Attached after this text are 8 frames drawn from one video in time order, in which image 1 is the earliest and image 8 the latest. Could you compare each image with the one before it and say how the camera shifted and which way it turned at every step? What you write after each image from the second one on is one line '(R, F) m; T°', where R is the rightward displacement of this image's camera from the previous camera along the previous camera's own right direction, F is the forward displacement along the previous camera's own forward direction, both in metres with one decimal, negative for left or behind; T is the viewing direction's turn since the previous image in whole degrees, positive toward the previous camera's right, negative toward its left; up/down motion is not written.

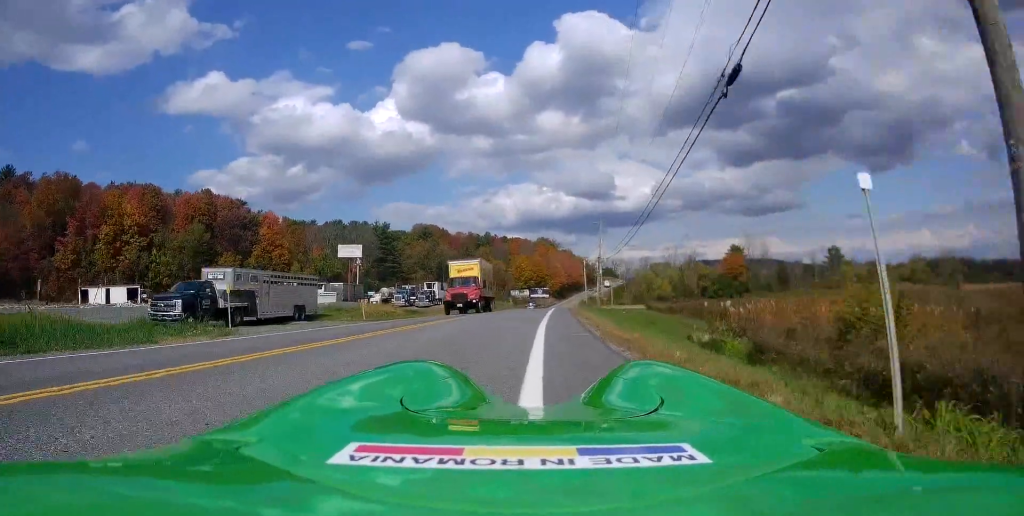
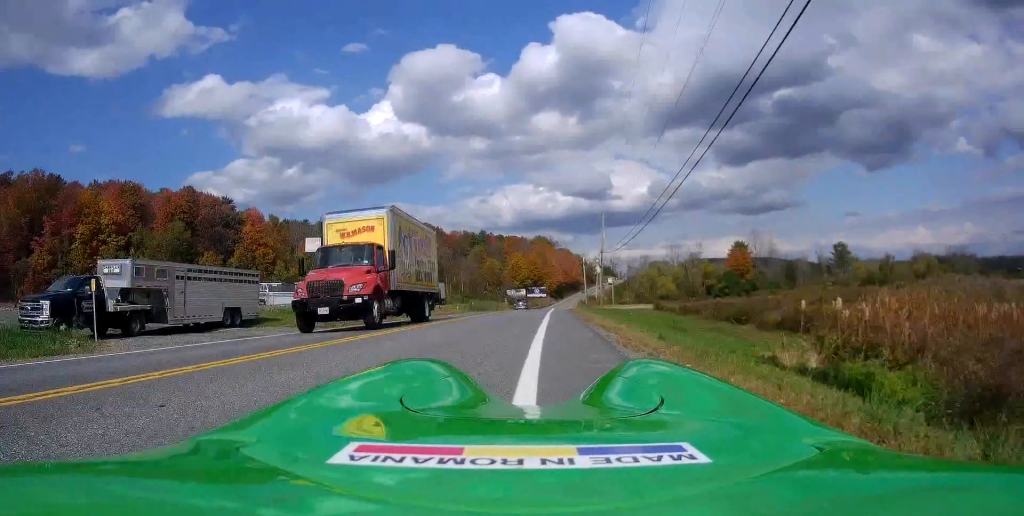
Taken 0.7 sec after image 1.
(+0.1, +7.4) m; +1°
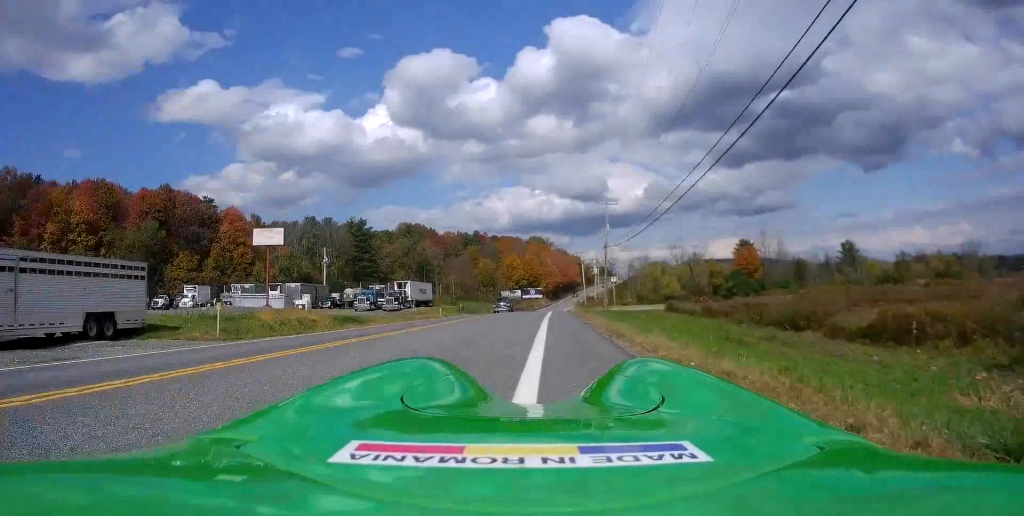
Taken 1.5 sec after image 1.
(0.0, +8.9) m; 0°
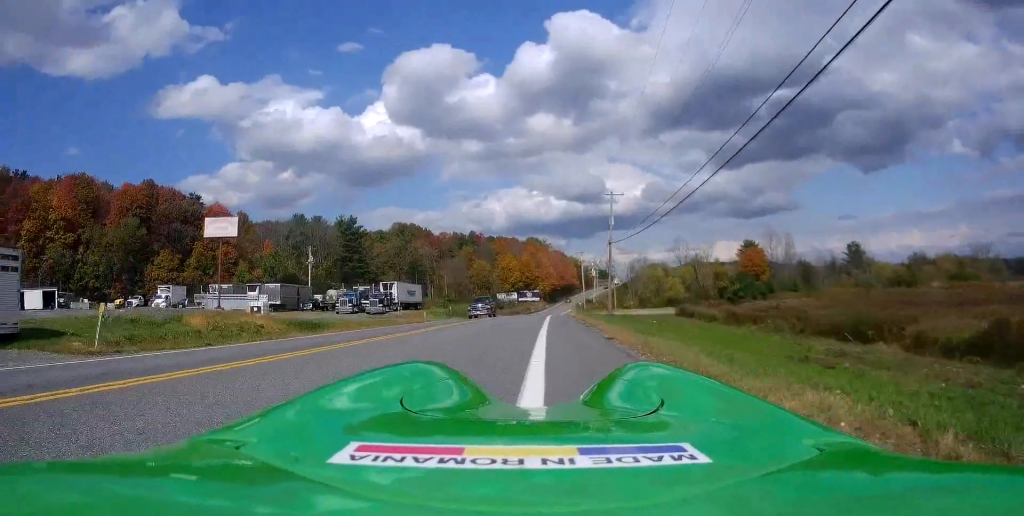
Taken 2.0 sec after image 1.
(0.0, +6.6) m; +1°
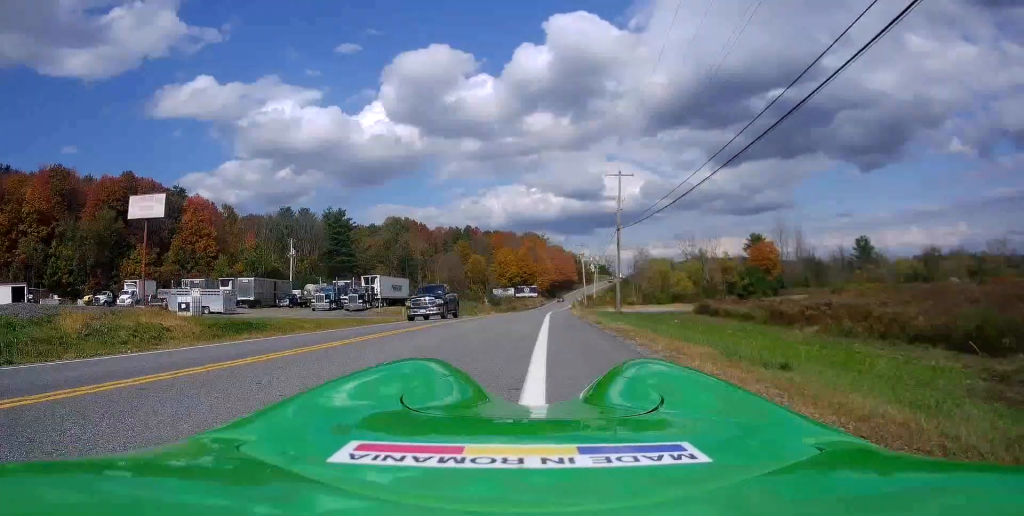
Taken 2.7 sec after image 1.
(0.0, +7.6) m; +1°
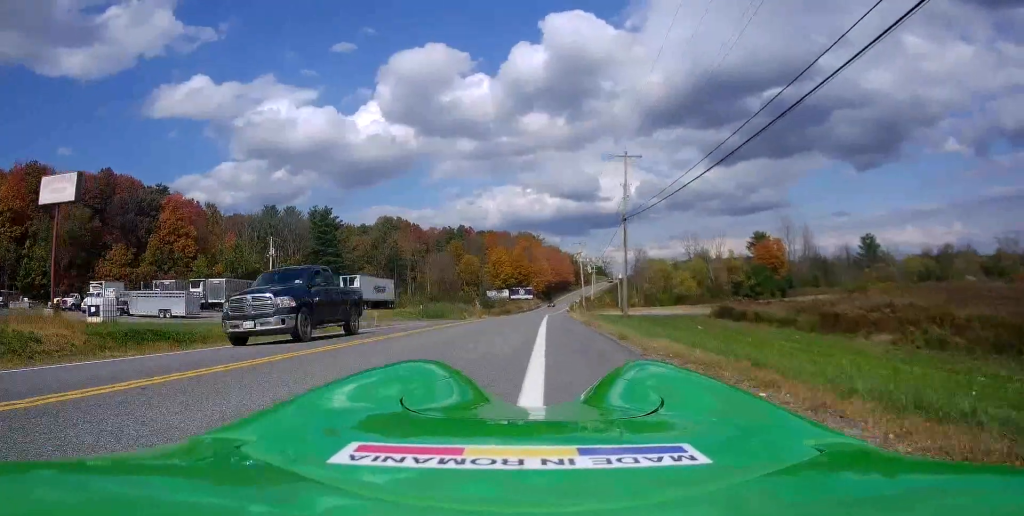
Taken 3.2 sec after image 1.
(+0.2, +6.3) m; 0°
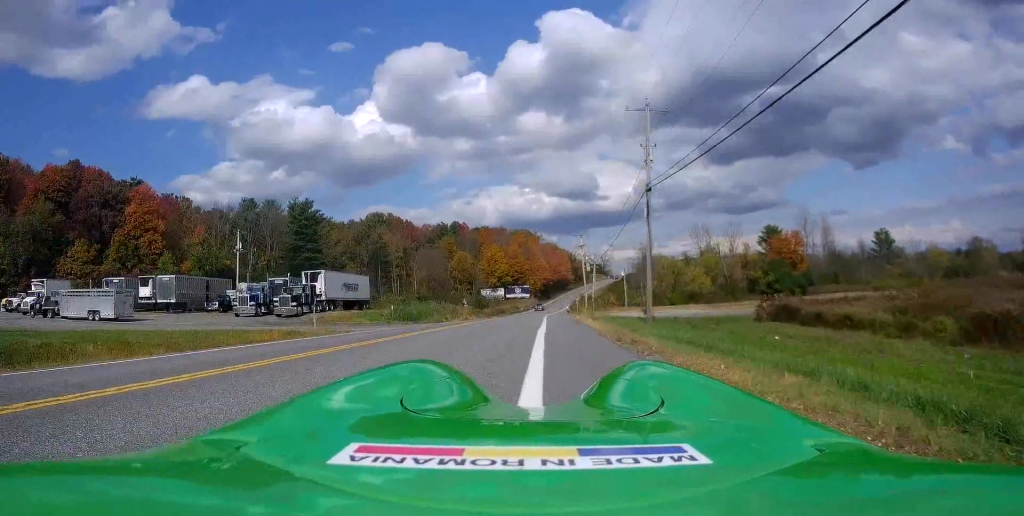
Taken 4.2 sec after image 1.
(-0.2, +11.0) m; -1°
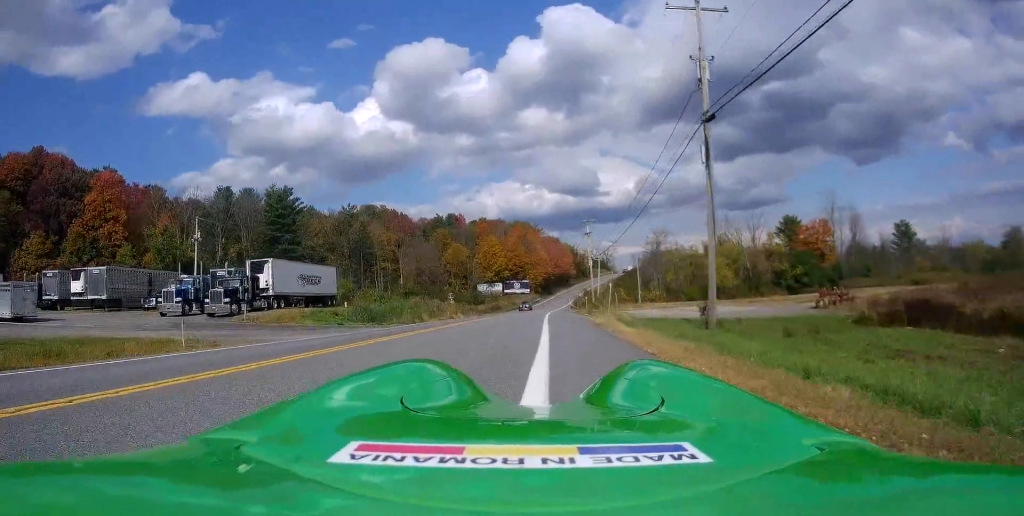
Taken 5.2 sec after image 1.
(-0.2, +12.1) m; +1°
